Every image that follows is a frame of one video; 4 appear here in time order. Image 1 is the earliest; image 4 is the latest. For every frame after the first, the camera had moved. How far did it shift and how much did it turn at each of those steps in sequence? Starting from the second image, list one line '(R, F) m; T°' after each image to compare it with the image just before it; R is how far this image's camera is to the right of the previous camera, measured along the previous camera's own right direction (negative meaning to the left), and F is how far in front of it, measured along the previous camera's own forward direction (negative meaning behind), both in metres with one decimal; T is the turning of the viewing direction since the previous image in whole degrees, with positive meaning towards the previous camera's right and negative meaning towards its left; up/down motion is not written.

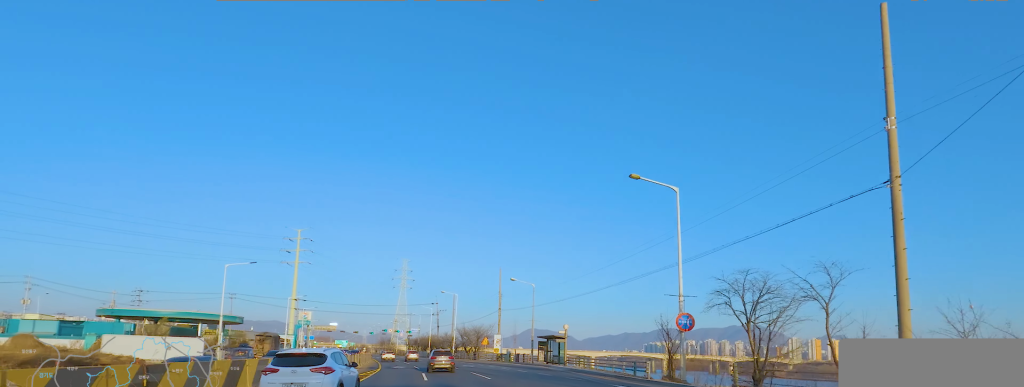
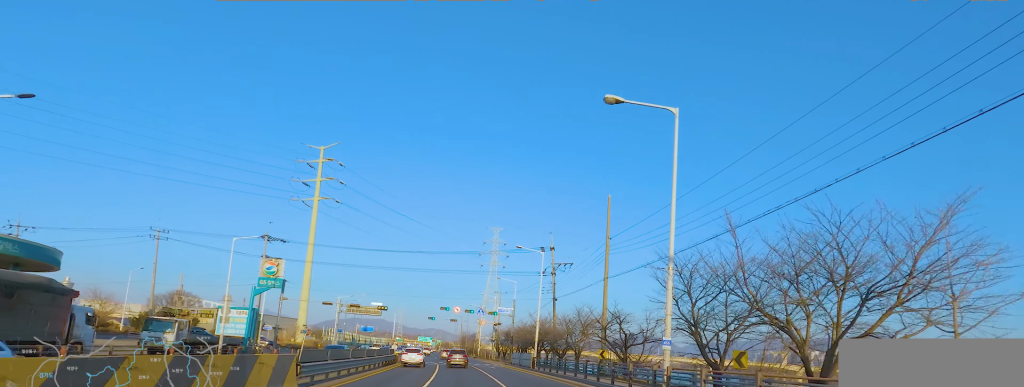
(-9.4, +69.0) m; -9°
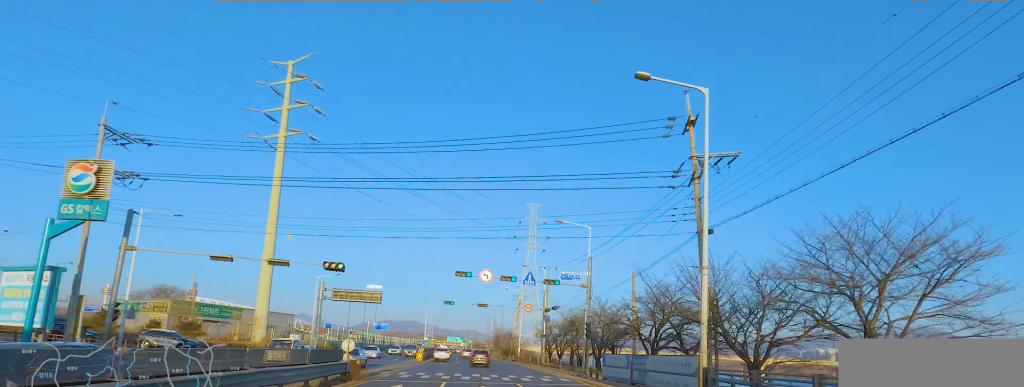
(+0.1, +31.5) m; -2°
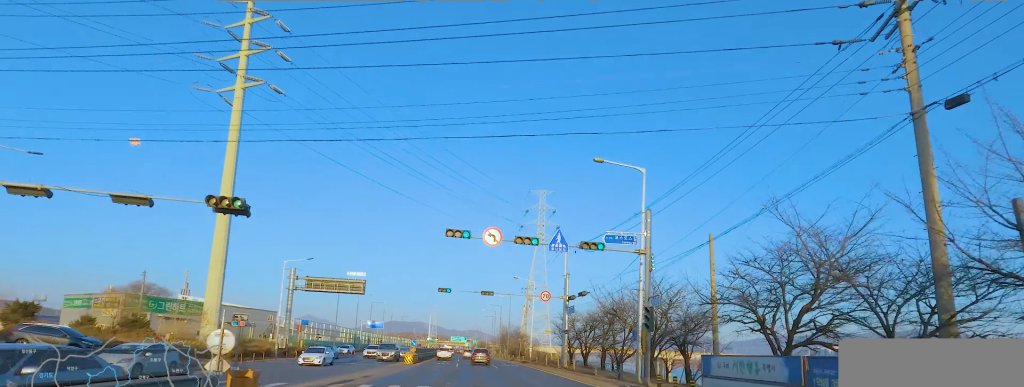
(-0.5, +13.0) m; -1°
